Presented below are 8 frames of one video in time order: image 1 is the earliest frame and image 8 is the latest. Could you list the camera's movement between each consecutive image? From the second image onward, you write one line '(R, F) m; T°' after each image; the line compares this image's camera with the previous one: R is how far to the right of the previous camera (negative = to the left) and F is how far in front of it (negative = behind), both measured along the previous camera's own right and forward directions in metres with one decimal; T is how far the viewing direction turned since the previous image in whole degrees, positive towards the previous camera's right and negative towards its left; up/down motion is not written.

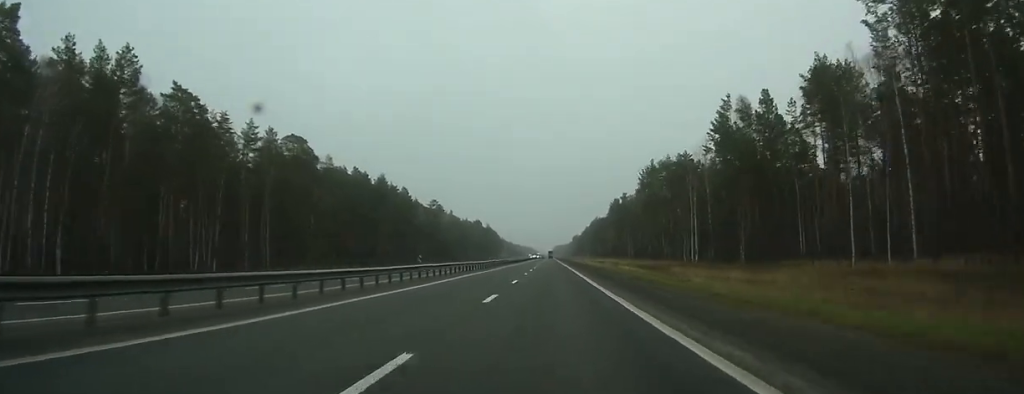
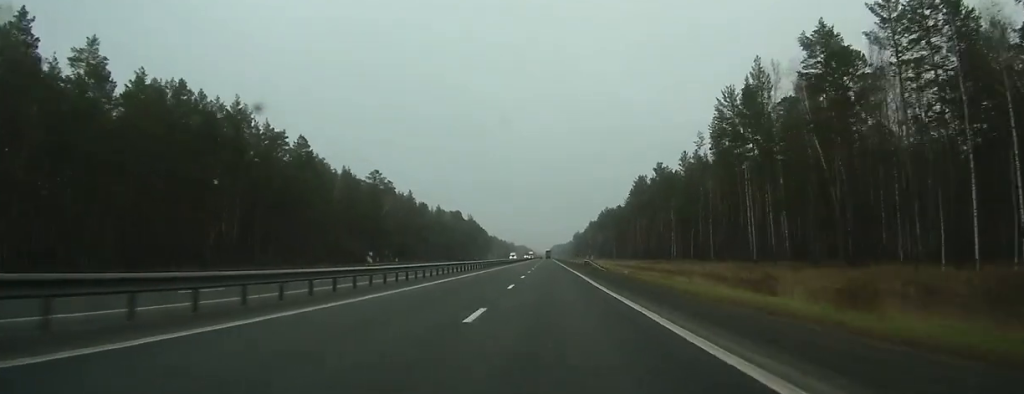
(+0.1, +88.3) m; 0°
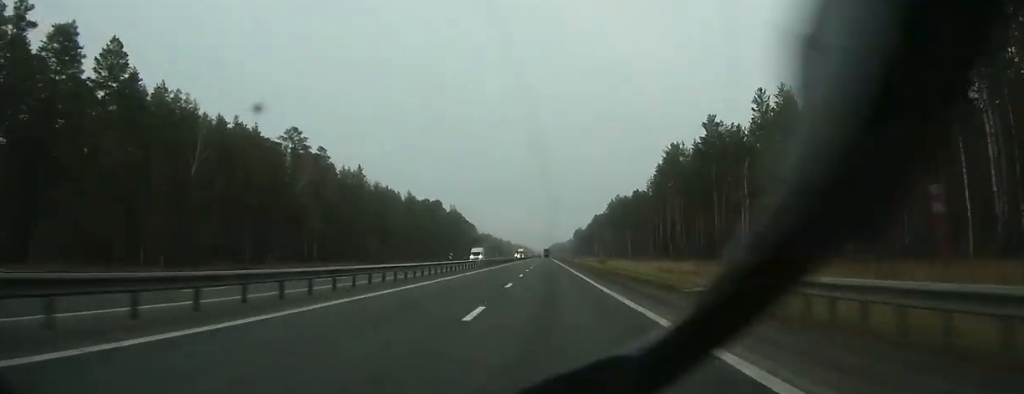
(+0.1, +60.2) m; 0°
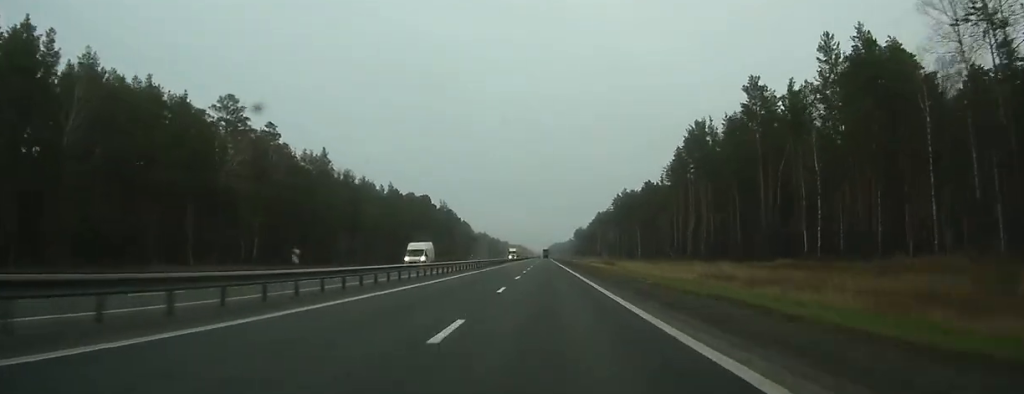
(-0.1, +27.2) m; 0°
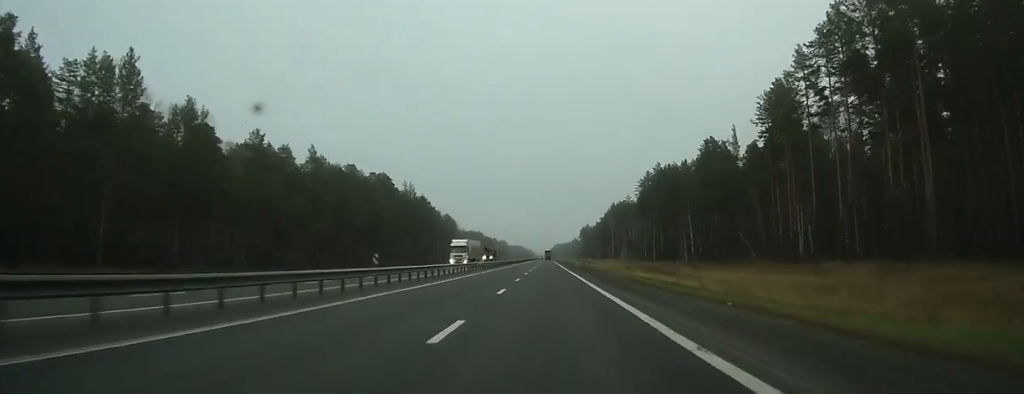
(+0.4, +76.5) m; 0°
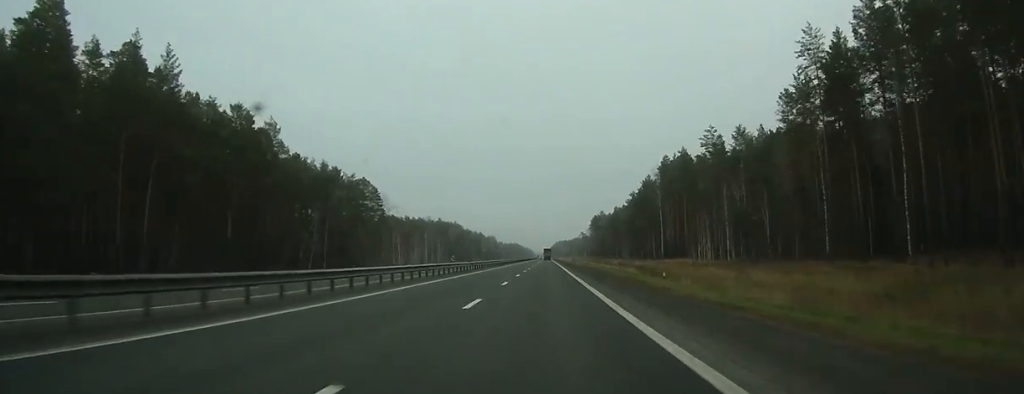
(-0.4, +155.1) m; 0°
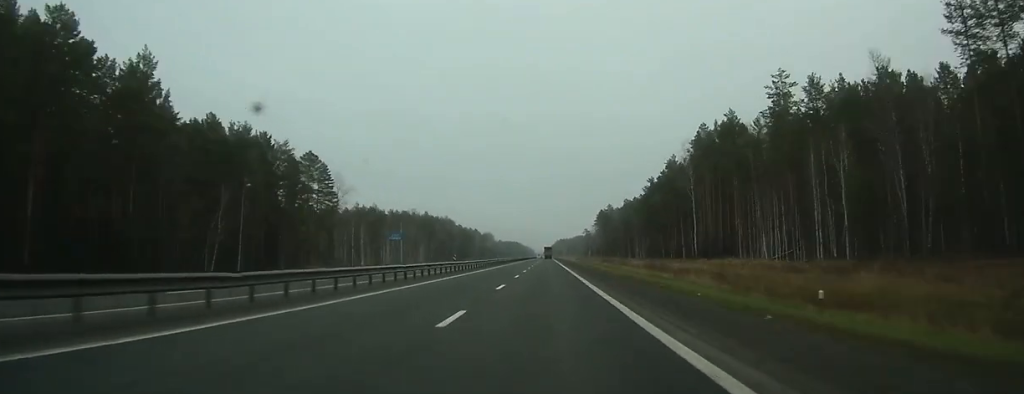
(0.0, +43.5) m; 0°
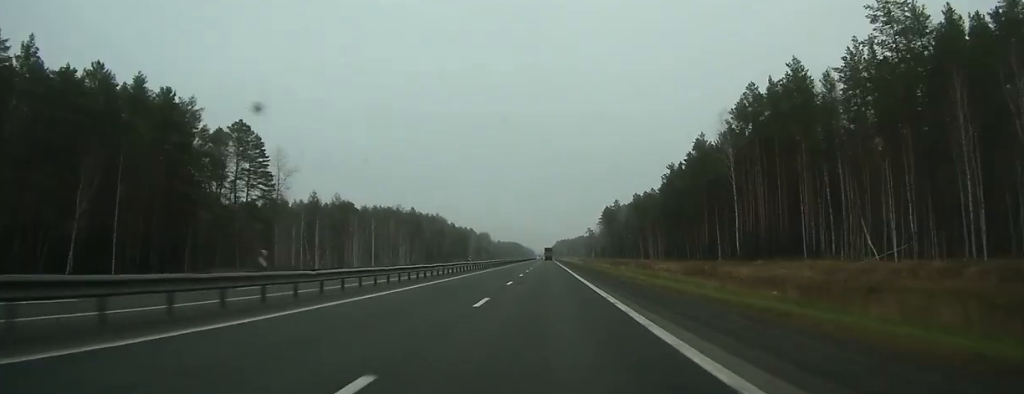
(-0.1, +31.9) m; 0°
